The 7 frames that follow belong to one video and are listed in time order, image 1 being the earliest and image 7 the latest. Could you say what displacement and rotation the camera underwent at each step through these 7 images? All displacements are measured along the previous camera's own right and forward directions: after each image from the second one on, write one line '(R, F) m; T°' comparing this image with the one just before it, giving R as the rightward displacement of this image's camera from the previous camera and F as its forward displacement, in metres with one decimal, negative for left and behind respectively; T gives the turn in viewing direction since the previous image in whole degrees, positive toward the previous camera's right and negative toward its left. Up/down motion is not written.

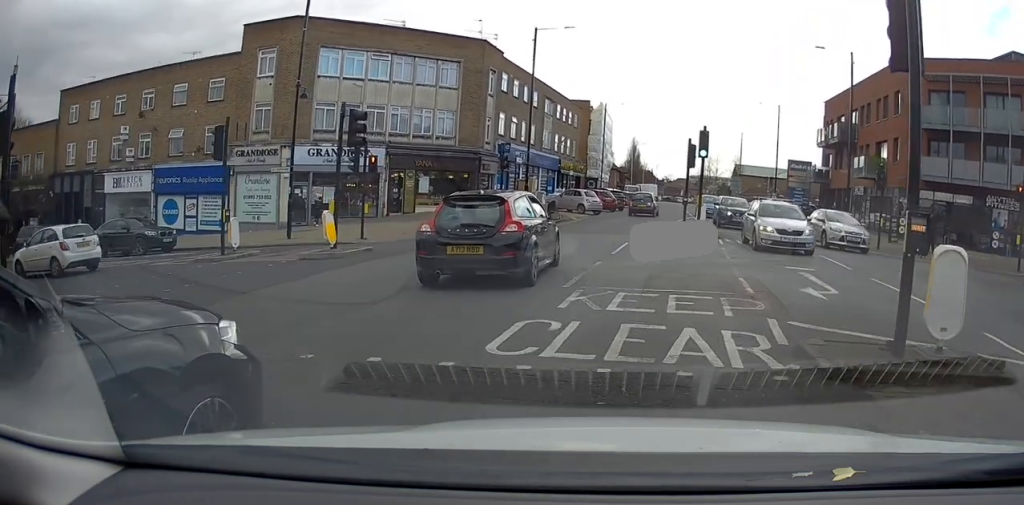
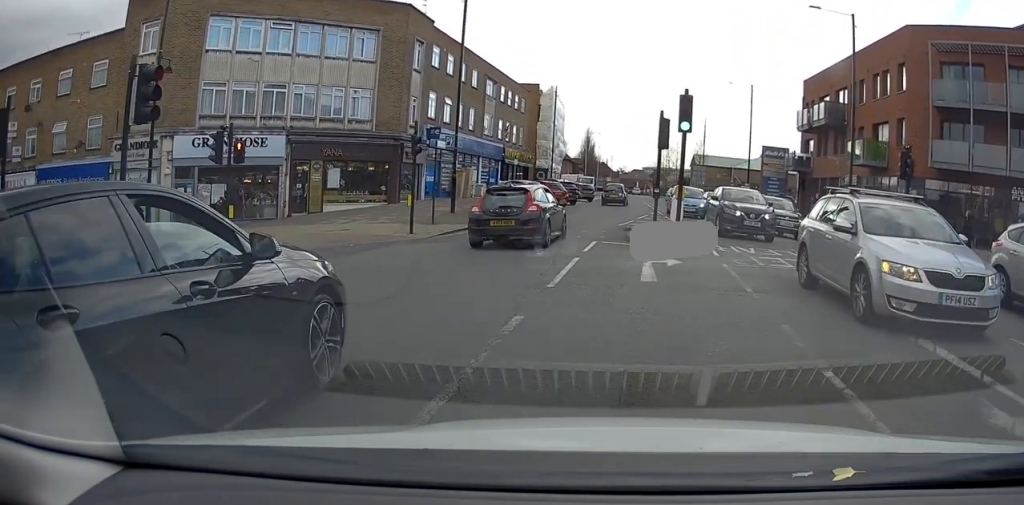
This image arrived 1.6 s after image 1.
(+0.3, +5.7) m; +6°
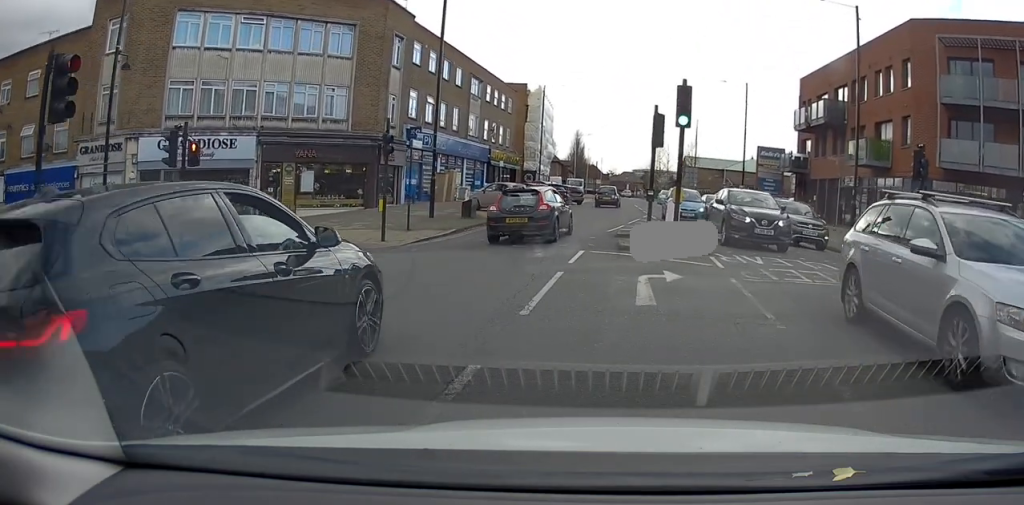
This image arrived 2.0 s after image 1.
(0.0, +1.8) m; +1°
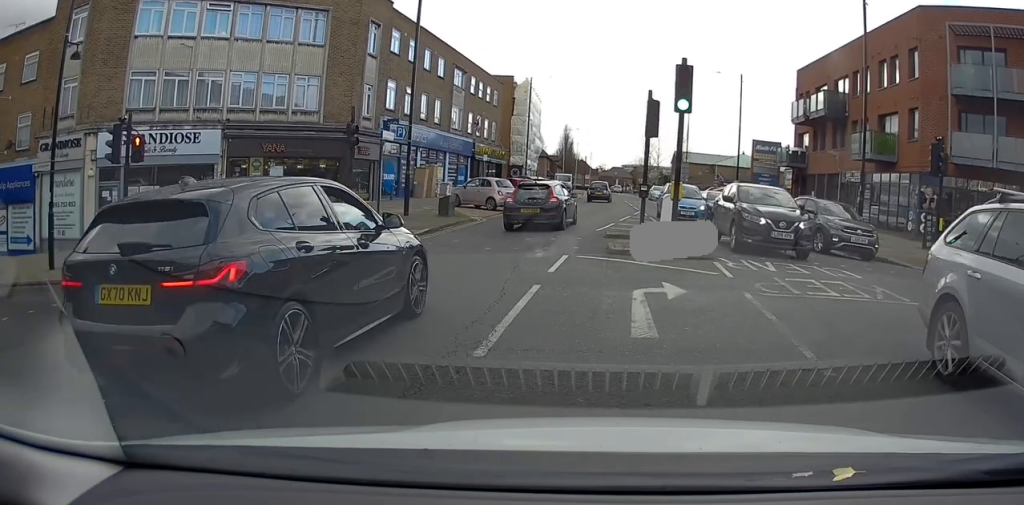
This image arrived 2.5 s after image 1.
(0.0, +2.0) m; 0°
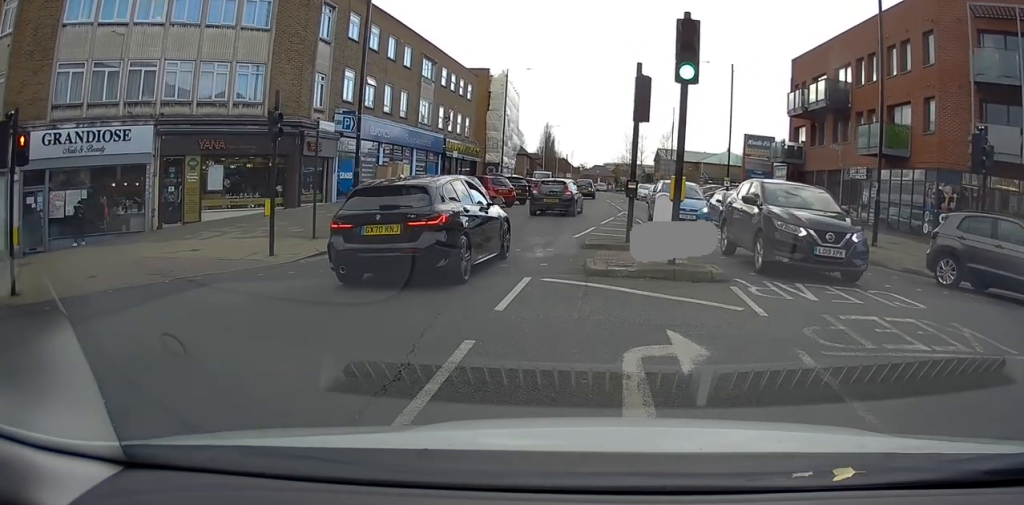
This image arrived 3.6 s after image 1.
(0.0, +4.4) m; +1°
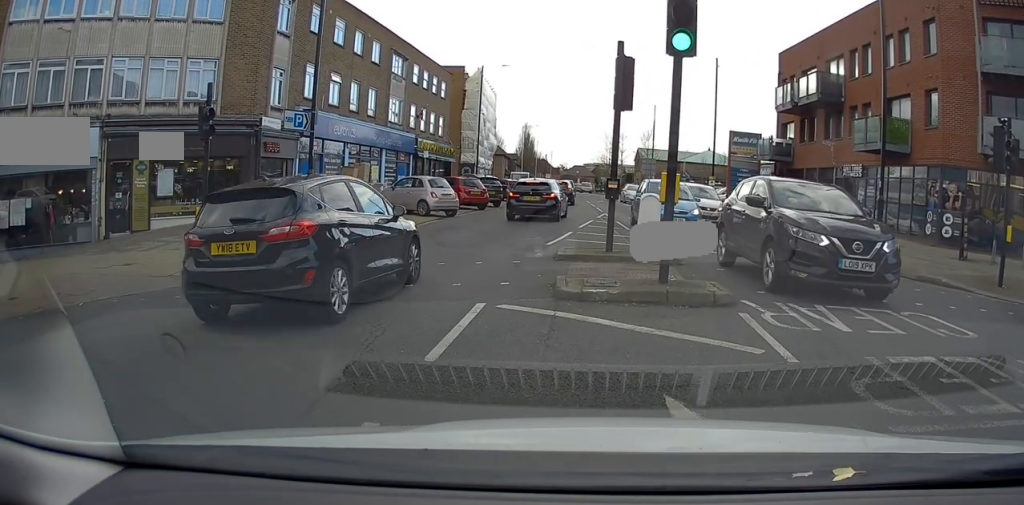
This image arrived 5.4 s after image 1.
(+0.3, +4.9) m; +10°
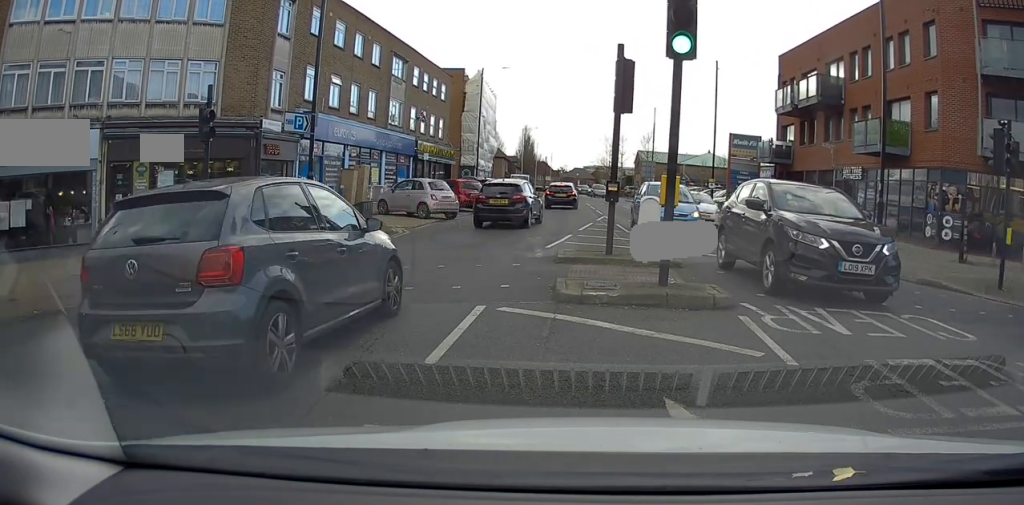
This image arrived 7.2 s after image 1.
(+0.2, +0.9) m; 0°
